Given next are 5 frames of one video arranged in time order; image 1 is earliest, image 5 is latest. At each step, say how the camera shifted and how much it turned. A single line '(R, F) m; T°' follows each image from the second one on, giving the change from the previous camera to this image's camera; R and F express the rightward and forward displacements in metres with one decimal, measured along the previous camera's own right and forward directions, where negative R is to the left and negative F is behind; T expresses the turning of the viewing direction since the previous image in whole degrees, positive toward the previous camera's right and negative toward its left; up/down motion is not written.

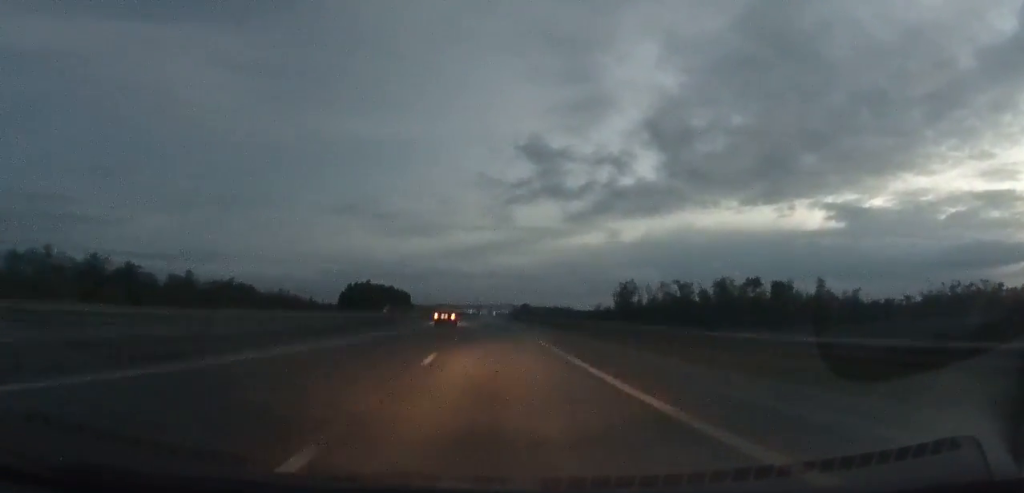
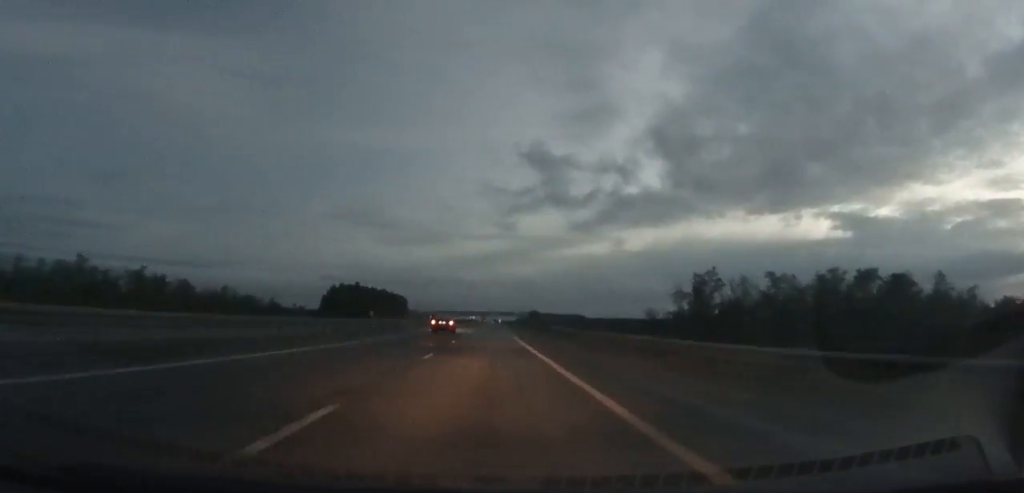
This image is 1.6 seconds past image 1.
(+0.3, +46.1) m; 0°
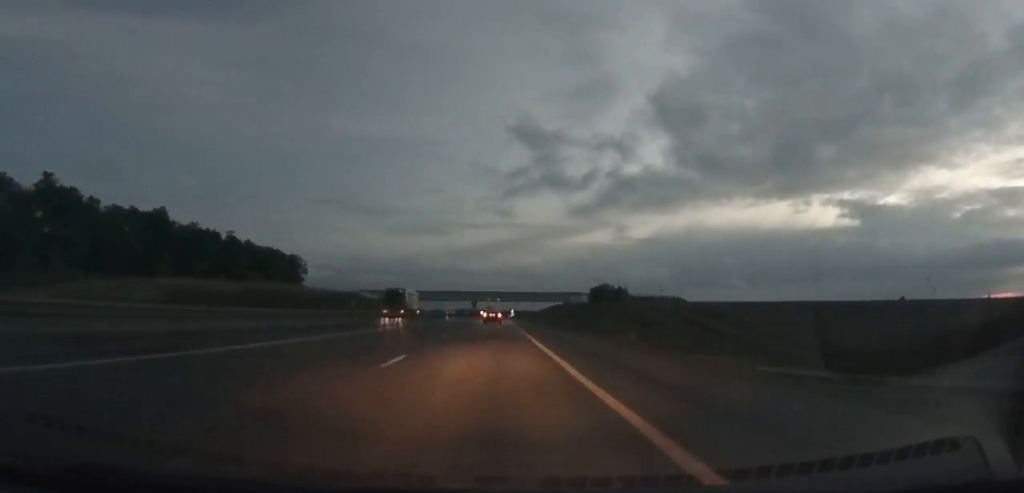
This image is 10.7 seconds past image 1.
(-2.4, +248.9) m; -1°
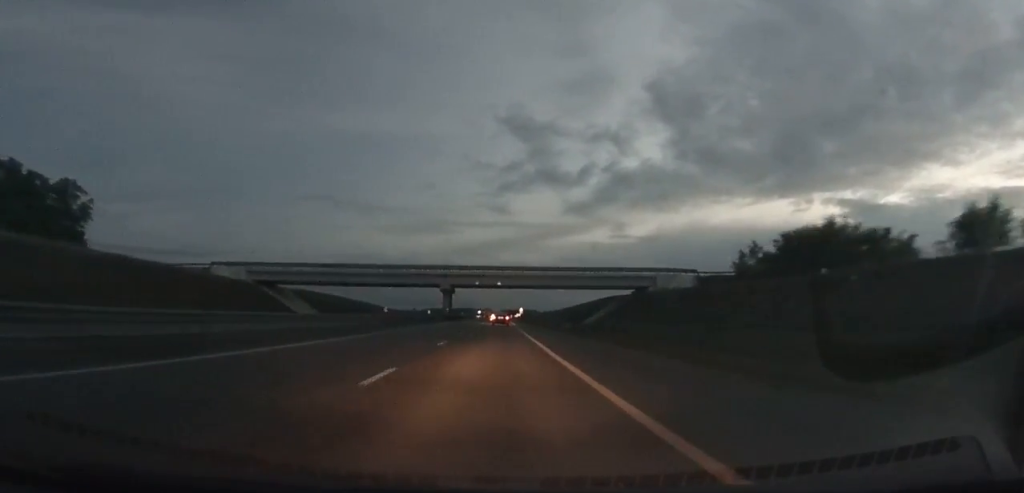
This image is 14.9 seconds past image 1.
(0.0, +112.4) m; 0°
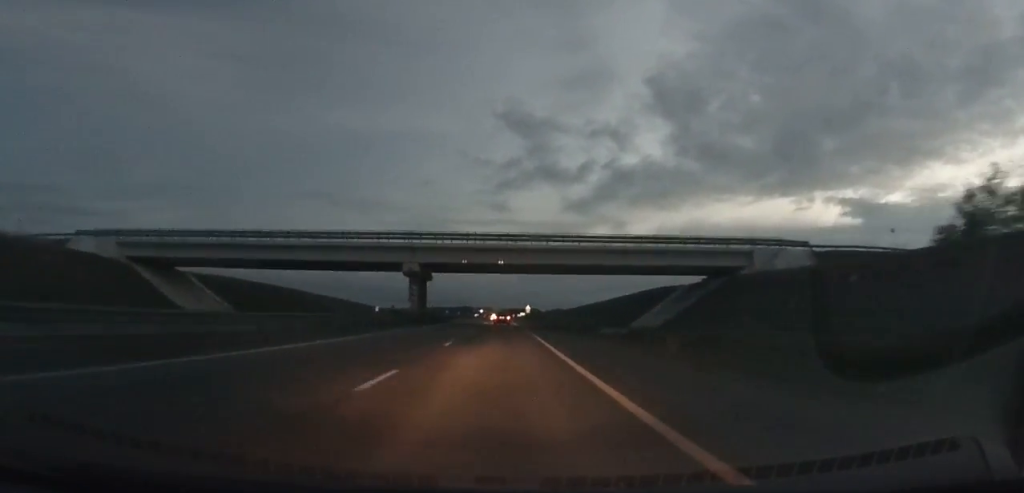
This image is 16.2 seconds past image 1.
(0.0, +34.9) m; 0°
